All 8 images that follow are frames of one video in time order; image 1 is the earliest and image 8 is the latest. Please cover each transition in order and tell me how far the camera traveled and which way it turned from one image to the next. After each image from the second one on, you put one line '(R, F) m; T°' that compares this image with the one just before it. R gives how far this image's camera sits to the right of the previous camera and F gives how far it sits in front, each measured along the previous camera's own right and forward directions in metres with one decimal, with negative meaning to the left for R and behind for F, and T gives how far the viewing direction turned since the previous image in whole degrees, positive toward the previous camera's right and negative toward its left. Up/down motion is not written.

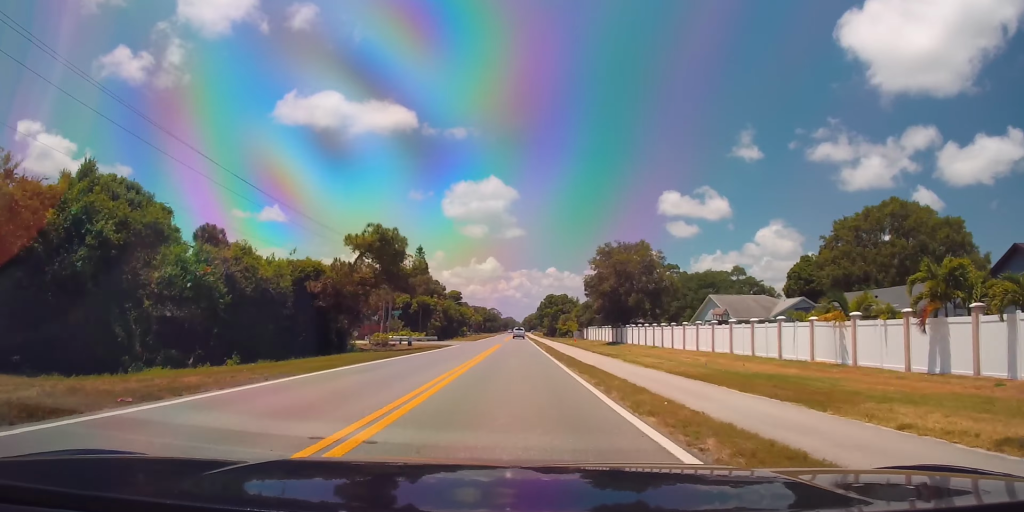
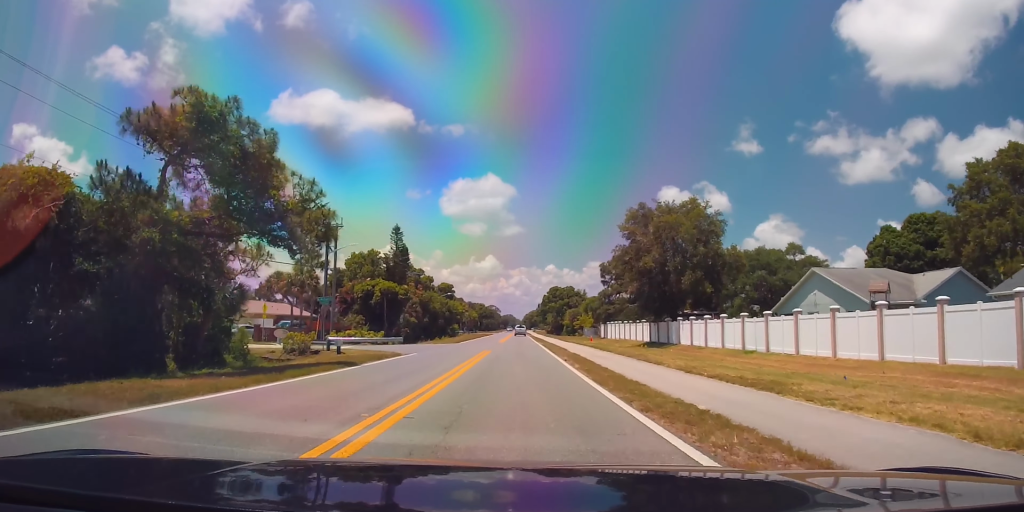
(-0.3, +25.3) m; 0°
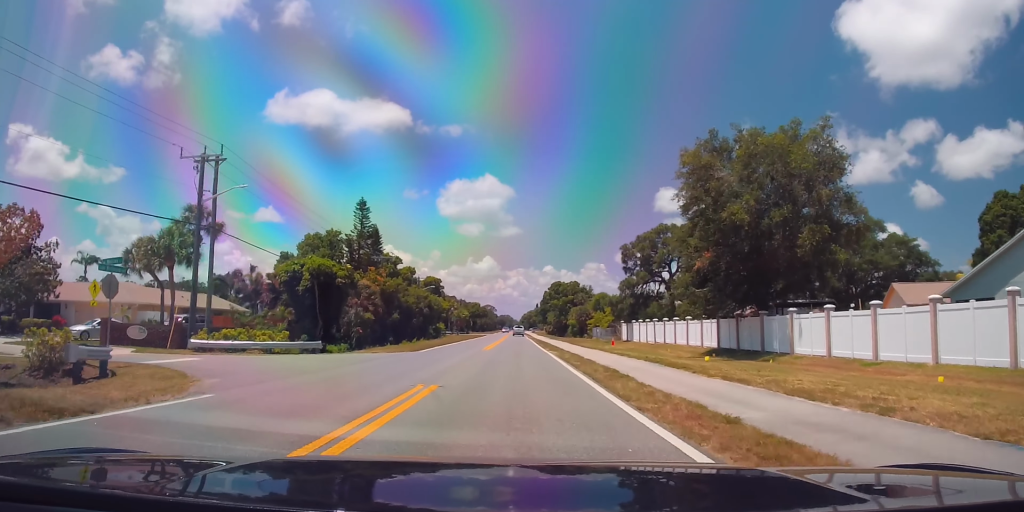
(0.0, +22.7) m; 0°
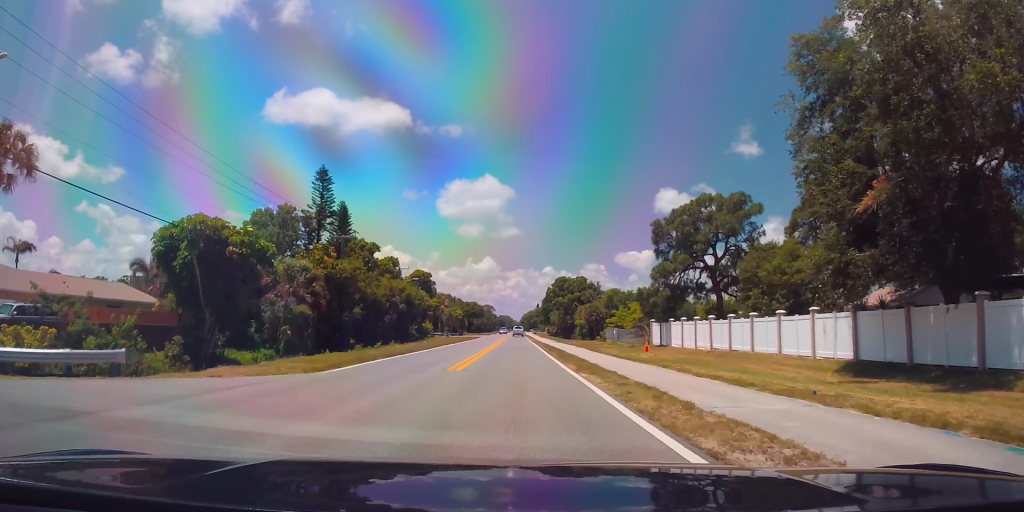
(+0.2, +17.7) m; 0°
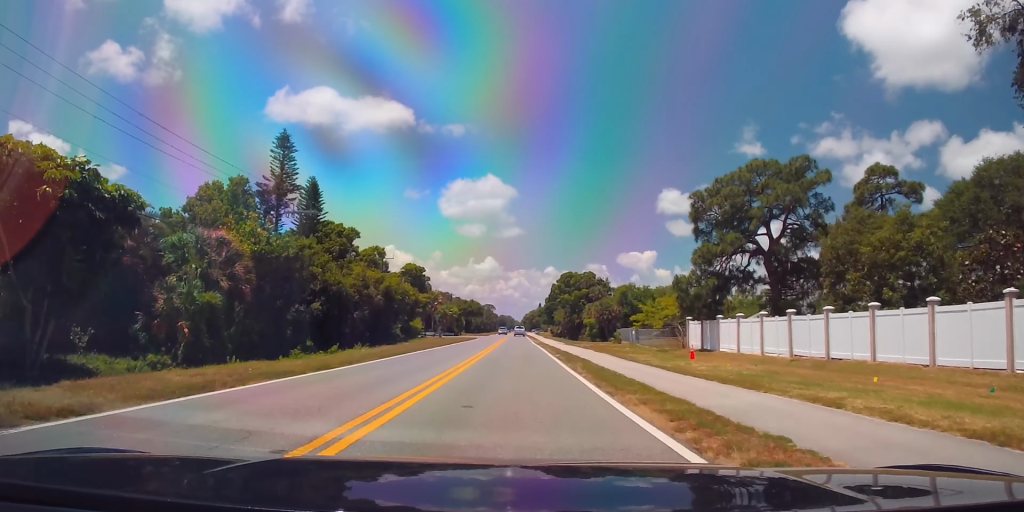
(-0.1, +12.7) m; 0°
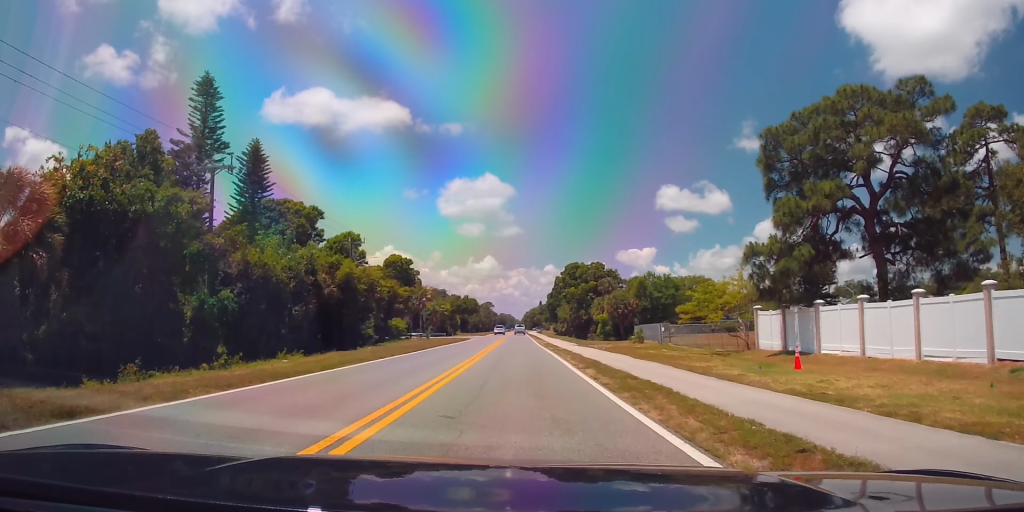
(-0.1, +14.5) m; 0°
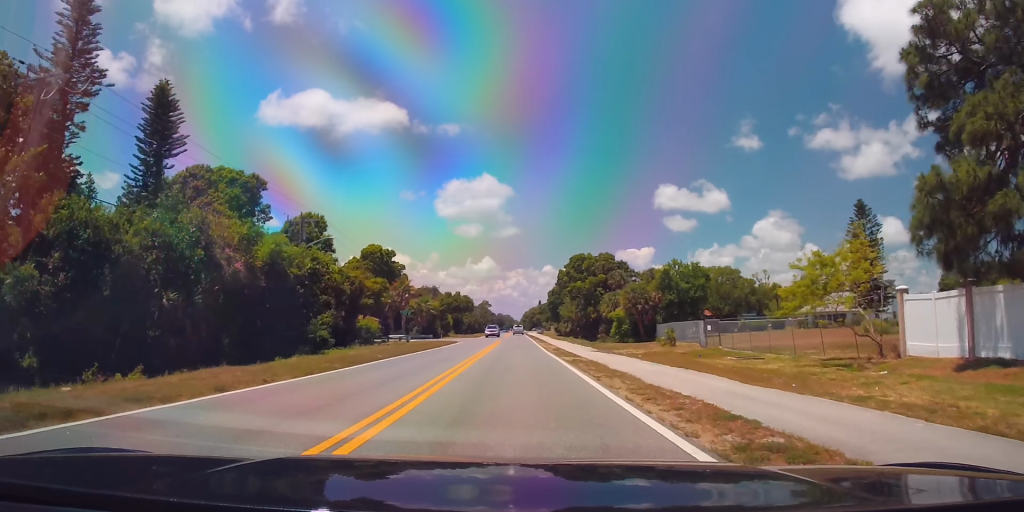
(+0.3, +14.6) m; 0°
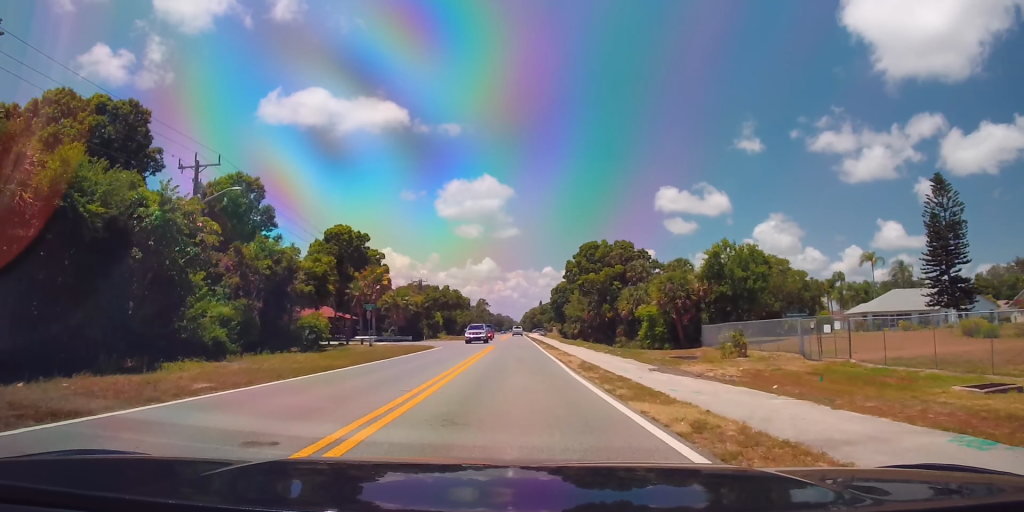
(-0.4, +17.4) m; 0°
